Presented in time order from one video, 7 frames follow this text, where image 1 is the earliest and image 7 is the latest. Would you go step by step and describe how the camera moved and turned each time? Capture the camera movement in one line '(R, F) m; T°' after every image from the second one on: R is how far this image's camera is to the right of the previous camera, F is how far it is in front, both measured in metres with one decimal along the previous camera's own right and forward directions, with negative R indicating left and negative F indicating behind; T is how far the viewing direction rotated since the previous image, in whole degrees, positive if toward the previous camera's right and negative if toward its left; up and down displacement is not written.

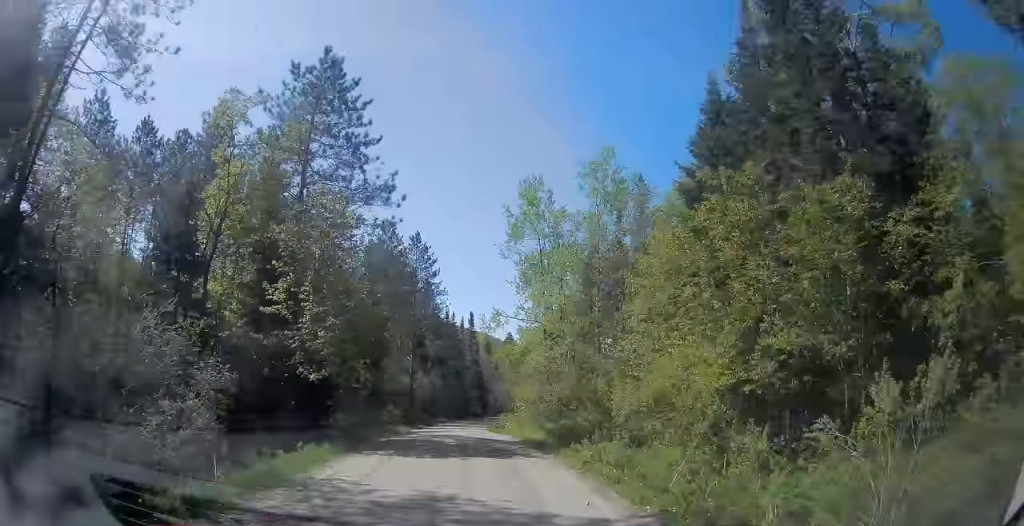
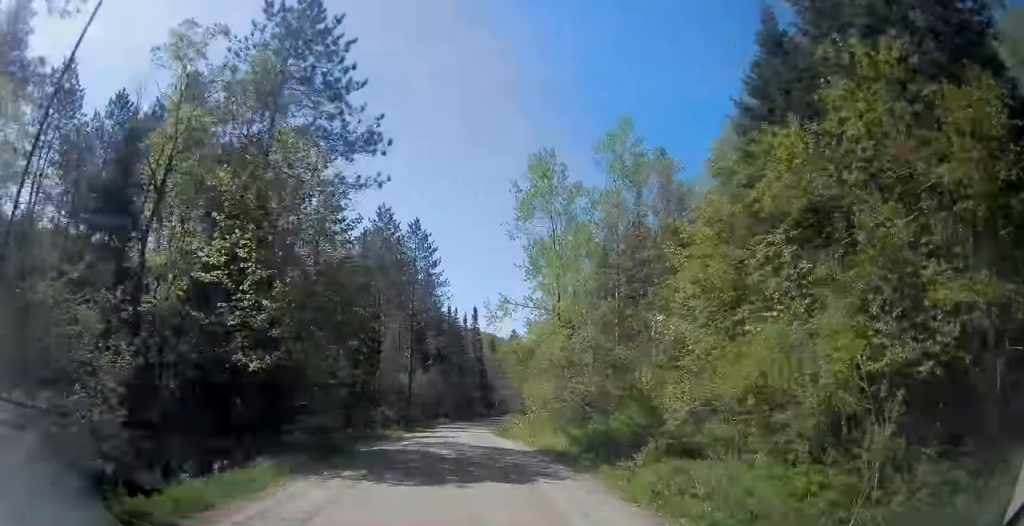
(0.0, +6.0) m; 0°
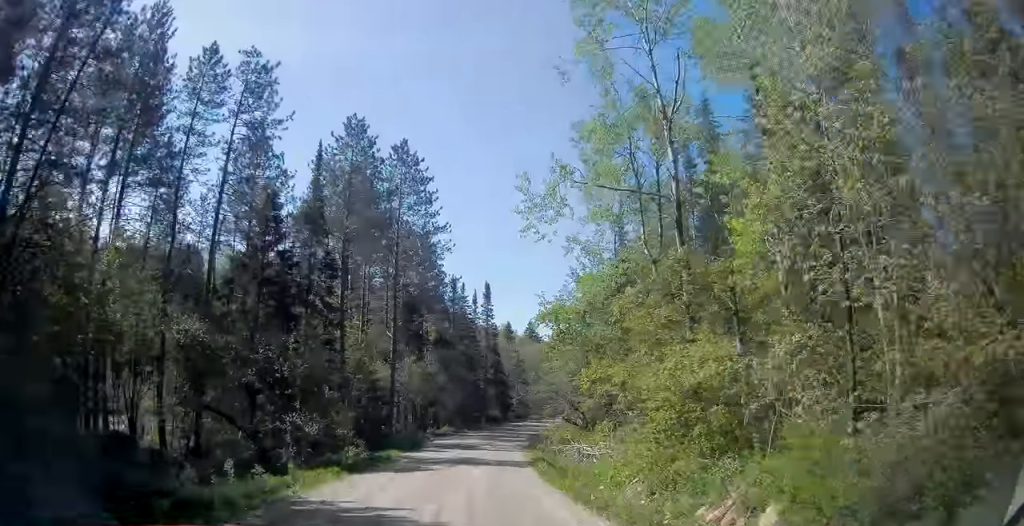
(-0.1, +23.5) m; +1°
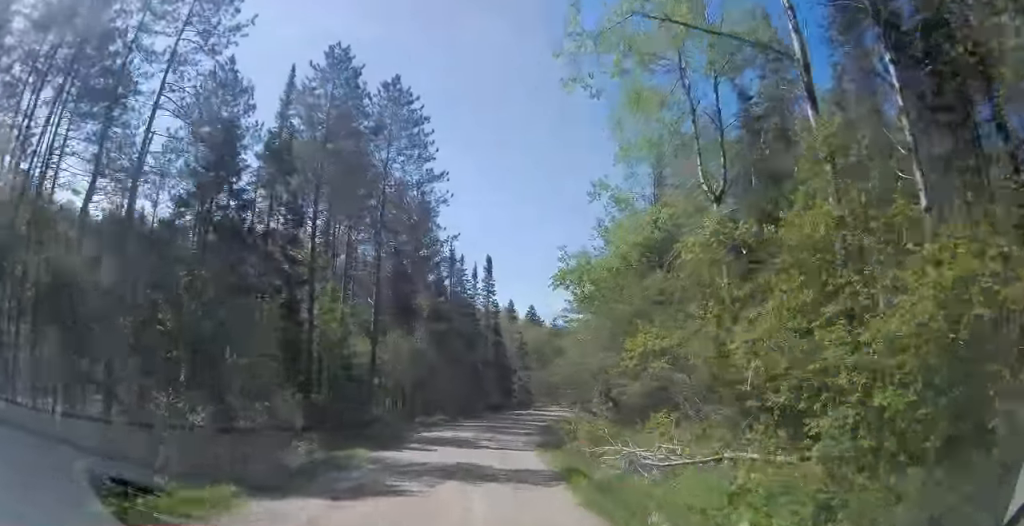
(+0.1, +8.4) m; 0°
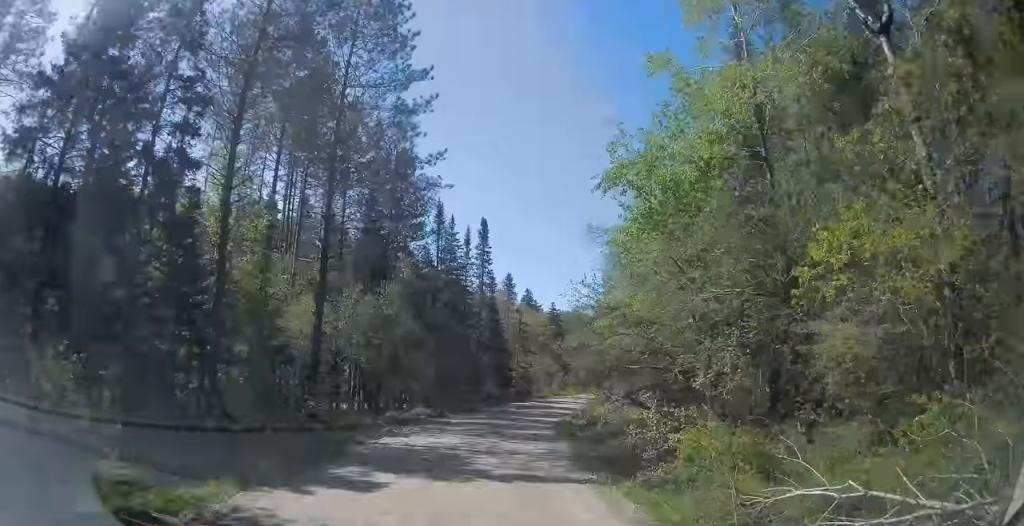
(-0.1, +12.3) m; +3°
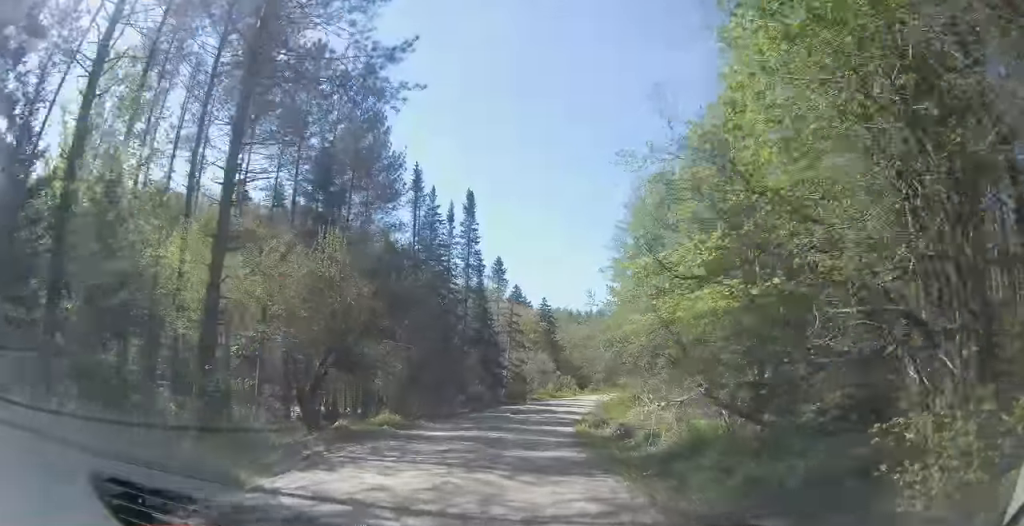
(+0.5, +9.6) m; +4°
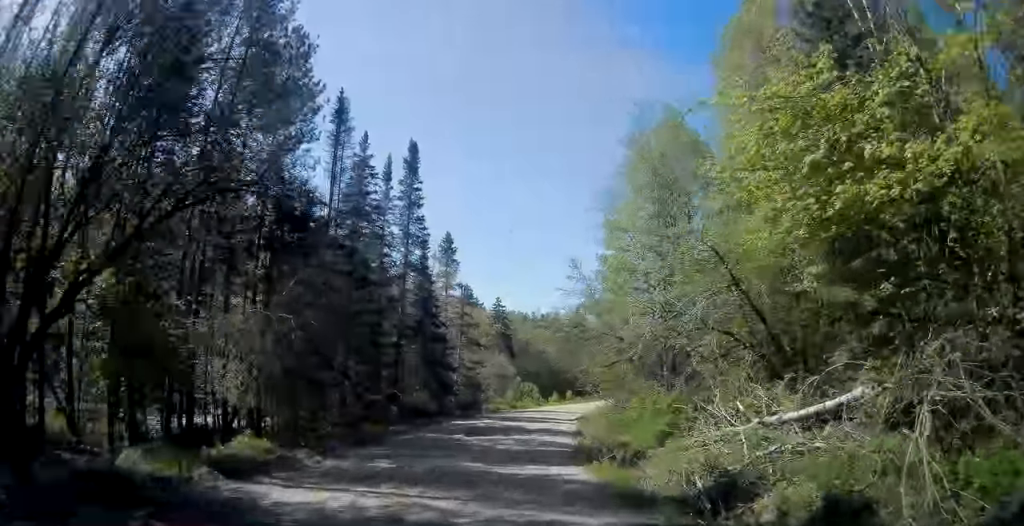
(+0.4, +12.6) m; +2°
